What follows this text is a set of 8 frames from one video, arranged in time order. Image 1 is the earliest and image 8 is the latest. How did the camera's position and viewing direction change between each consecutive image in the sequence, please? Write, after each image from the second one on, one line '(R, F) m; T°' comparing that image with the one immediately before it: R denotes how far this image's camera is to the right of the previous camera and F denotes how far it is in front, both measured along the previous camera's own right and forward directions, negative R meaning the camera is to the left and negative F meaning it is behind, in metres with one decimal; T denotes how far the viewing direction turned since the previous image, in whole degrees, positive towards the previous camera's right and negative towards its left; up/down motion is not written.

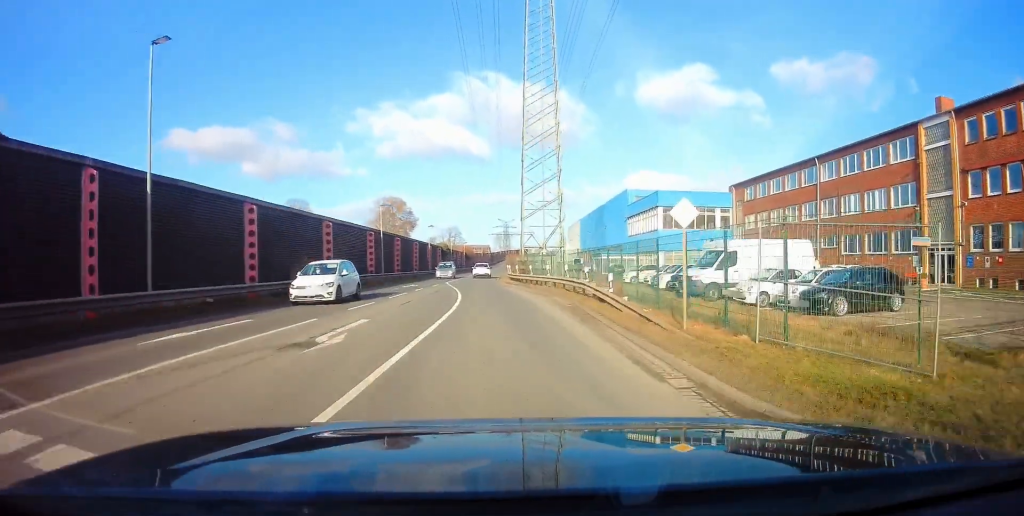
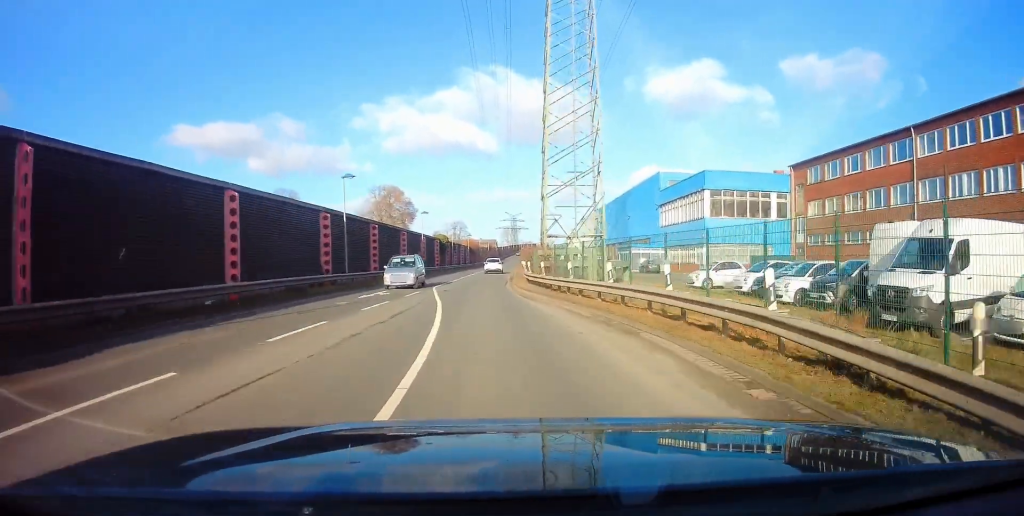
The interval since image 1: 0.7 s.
(0.0, +13.6) m; -1°
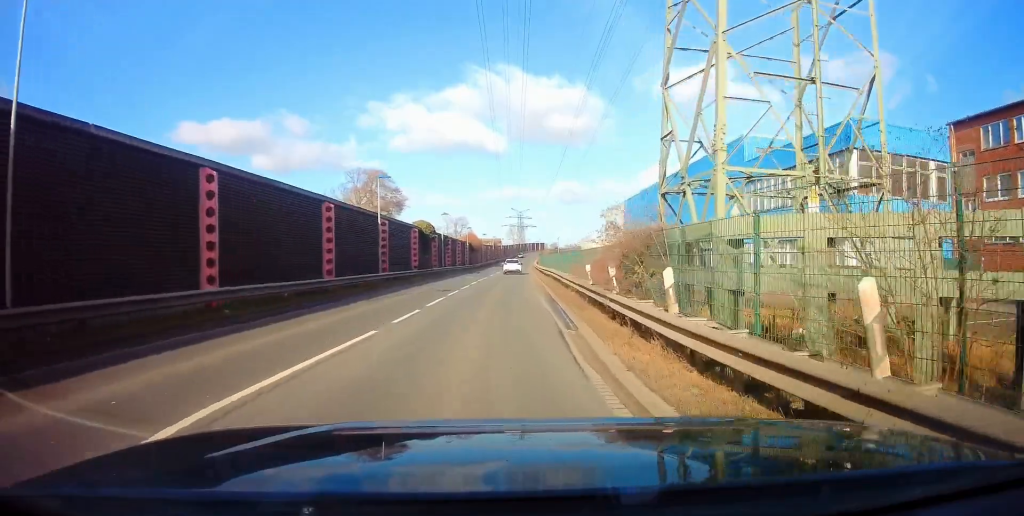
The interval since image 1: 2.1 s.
(-0.3, +24.9) m; 0°
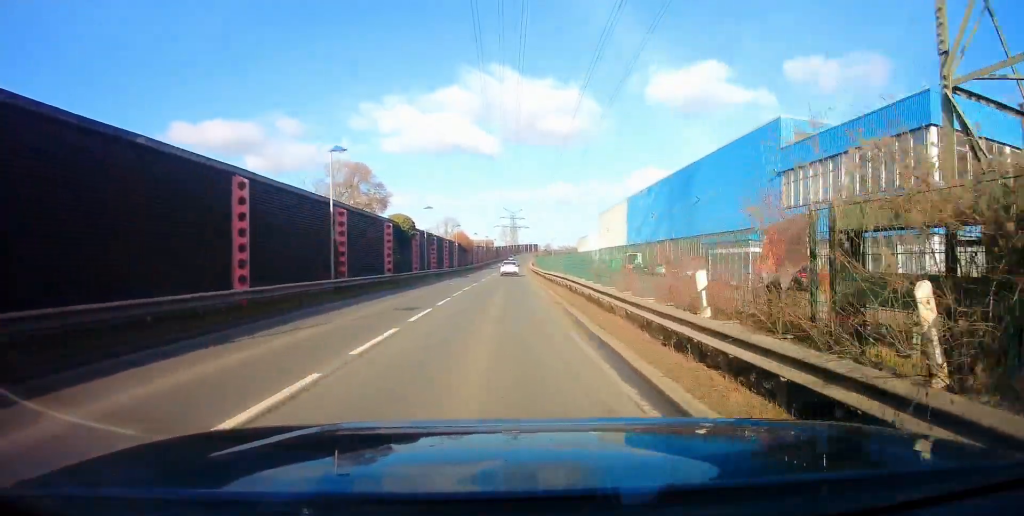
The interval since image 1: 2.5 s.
(+0.1, +8.7) m; +1°
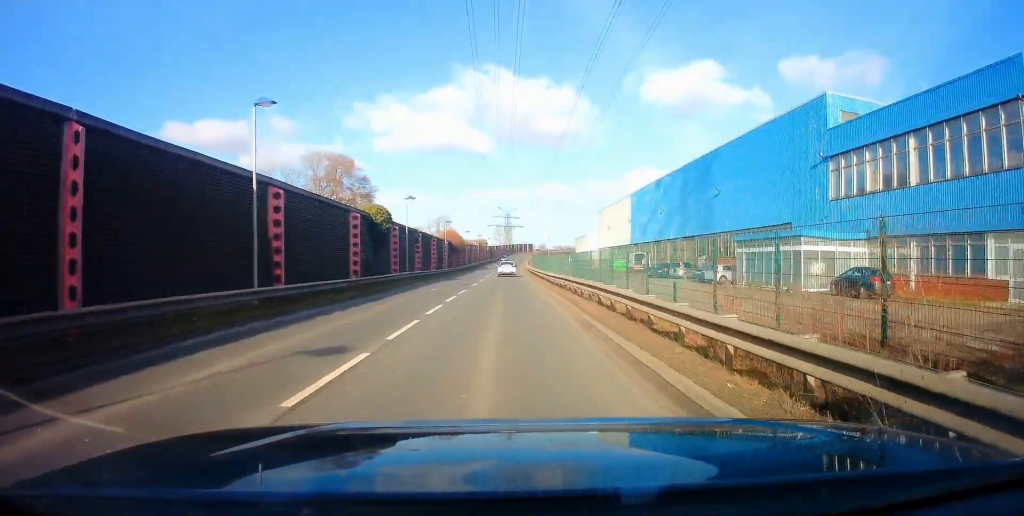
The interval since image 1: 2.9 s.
(0.0, +7.7) m; +1°
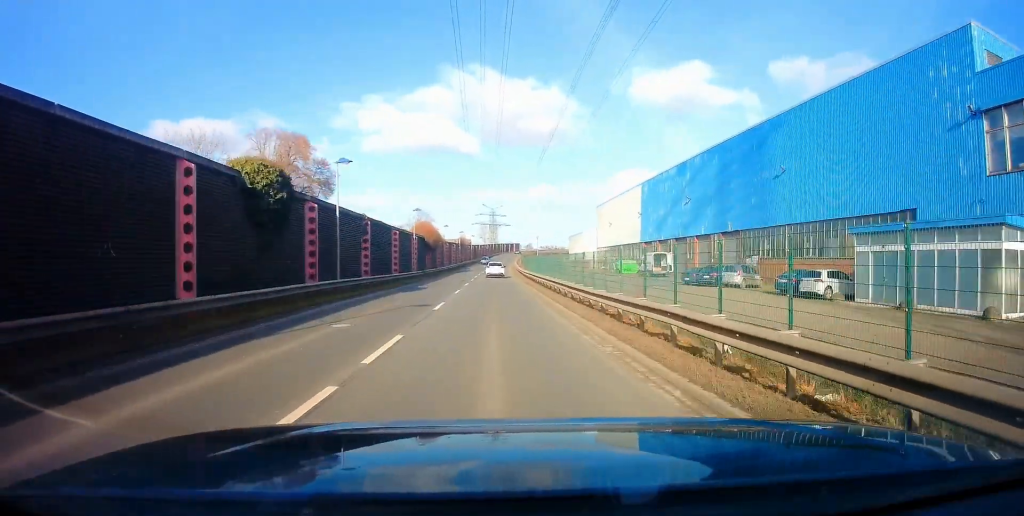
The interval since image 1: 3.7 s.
(+0.2, +15.4) m; +2°
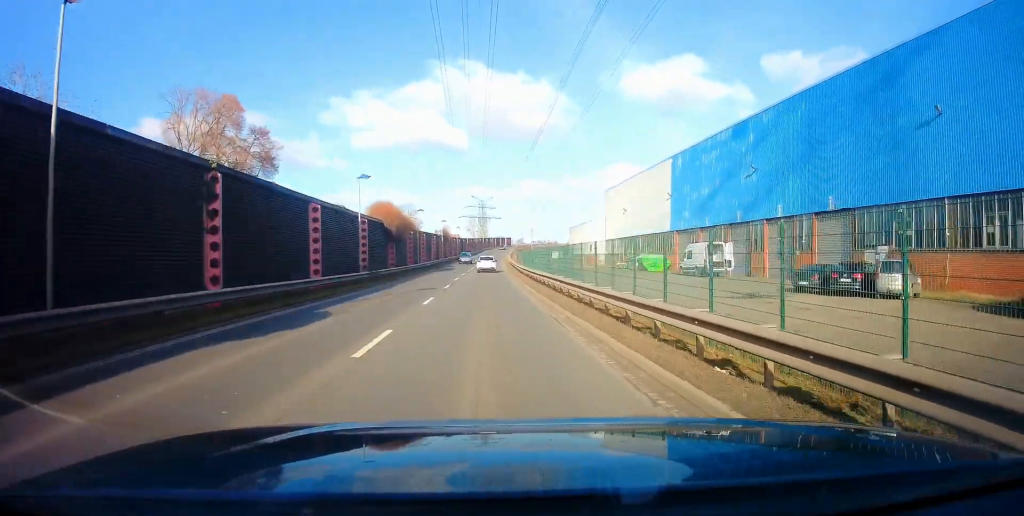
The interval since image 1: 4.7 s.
(+0.4, +16.9) m; +1°
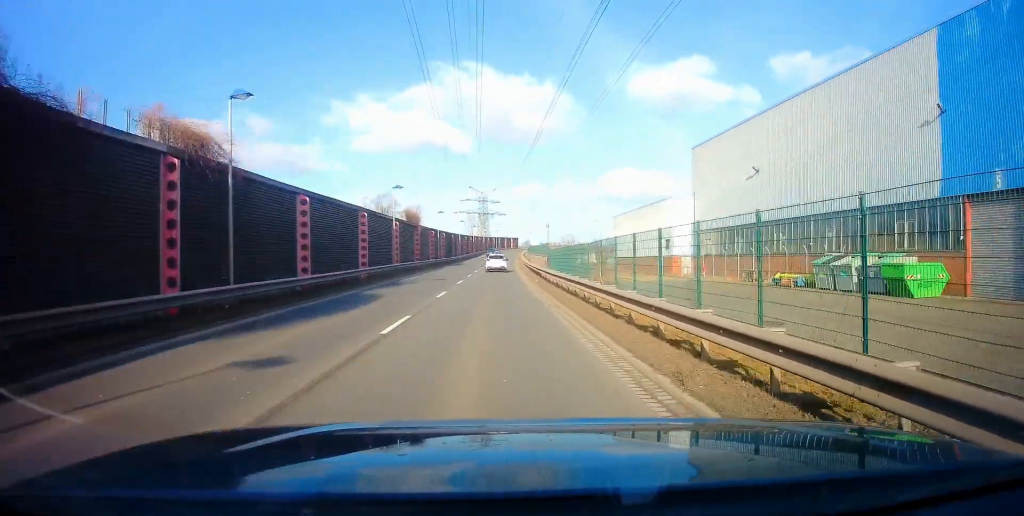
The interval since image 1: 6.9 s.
(-0.2, +41.6) m; -2°
